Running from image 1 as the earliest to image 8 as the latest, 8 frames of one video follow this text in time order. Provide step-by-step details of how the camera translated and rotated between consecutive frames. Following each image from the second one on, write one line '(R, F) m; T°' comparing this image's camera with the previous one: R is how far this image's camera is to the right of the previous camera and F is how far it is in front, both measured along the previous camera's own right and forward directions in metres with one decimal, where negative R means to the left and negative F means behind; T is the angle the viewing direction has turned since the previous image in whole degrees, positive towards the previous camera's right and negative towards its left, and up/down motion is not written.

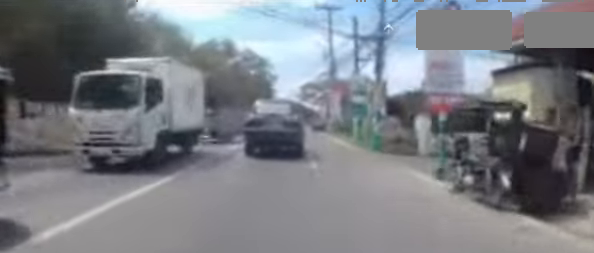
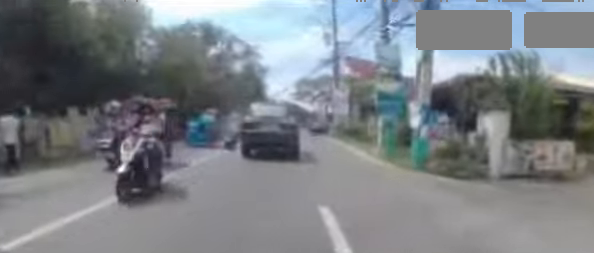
(-0.3, +6.8) m; -1°
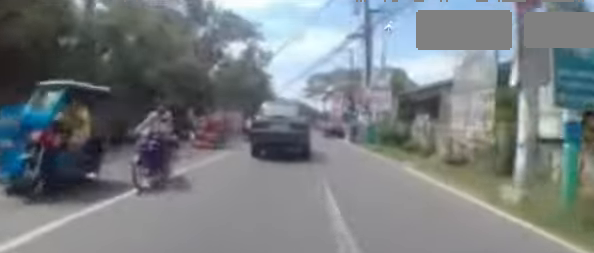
(+0.1, +7.2) m; +2°
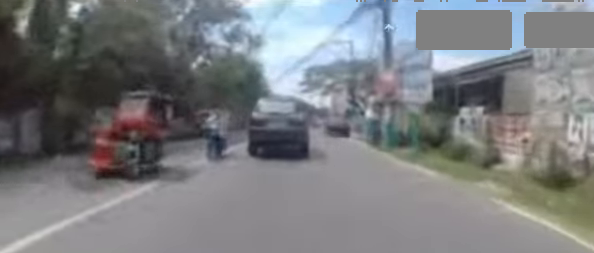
(0.0, +4.2) m; -2°
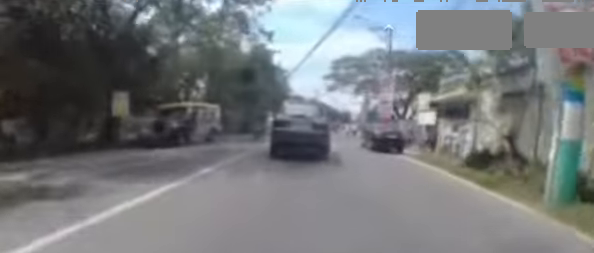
(-0.5, +8.5) m; -6°
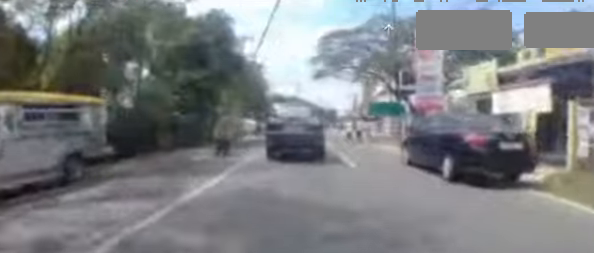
(+0.3, +9.3) m; +5°
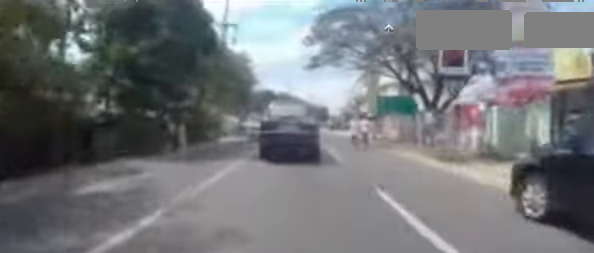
(+0.2, +5.2) m; +2°
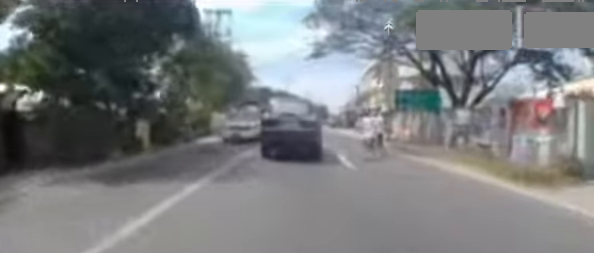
(-0.2, +4.3) m; +1°
